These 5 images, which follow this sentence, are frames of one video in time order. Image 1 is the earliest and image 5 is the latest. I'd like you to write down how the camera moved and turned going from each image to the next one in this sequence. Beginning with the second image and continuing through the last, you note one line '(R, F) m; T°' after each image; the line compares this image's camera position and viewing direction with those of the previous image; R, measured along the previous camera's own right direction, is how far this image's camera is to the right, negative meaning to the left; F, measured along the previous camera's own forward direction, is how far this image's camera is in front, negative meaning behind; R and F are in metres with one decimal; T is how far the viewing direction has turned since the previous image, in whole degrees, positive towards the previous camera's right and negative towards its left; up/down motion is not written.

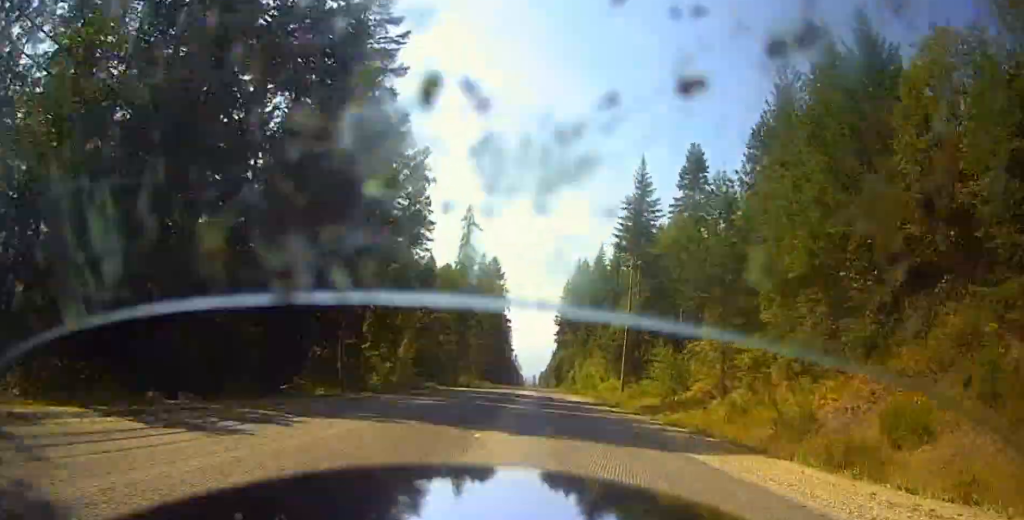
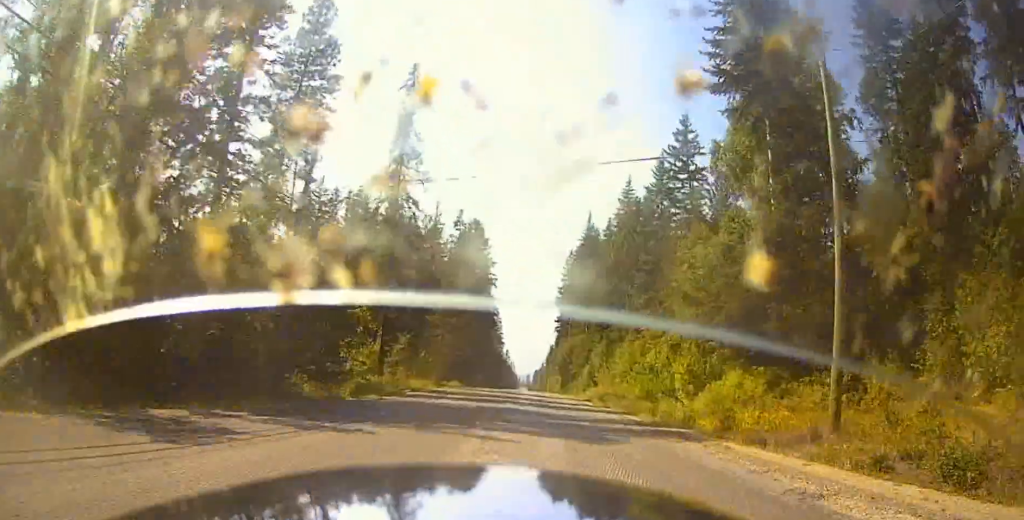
(+0.1, +49.0) m; +1°
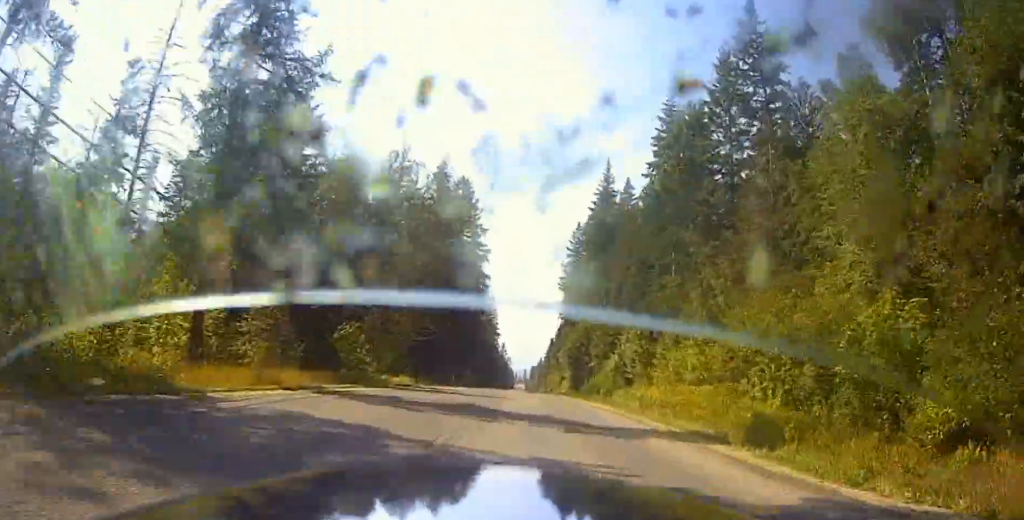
(+0.2, +30.8) m; +1°
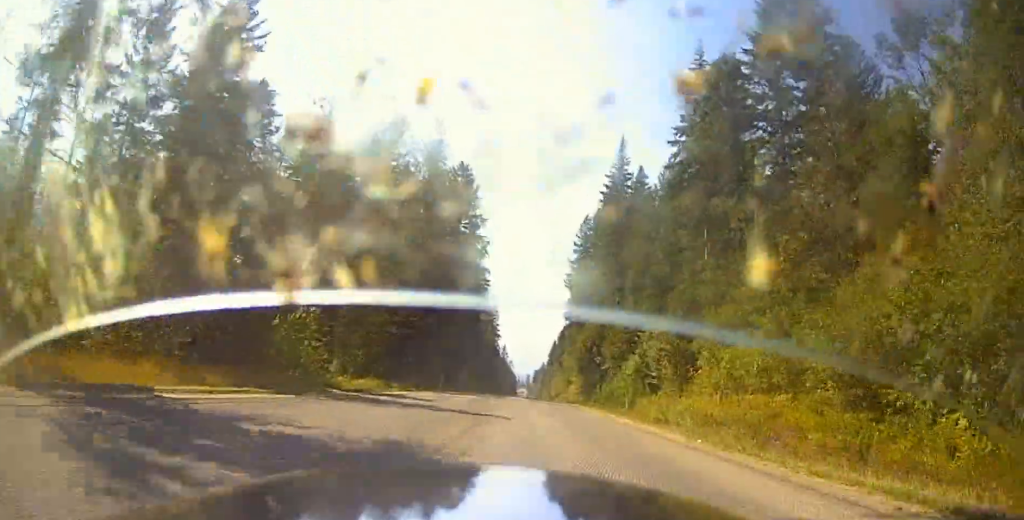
(0.0, +10.8) m; 0°
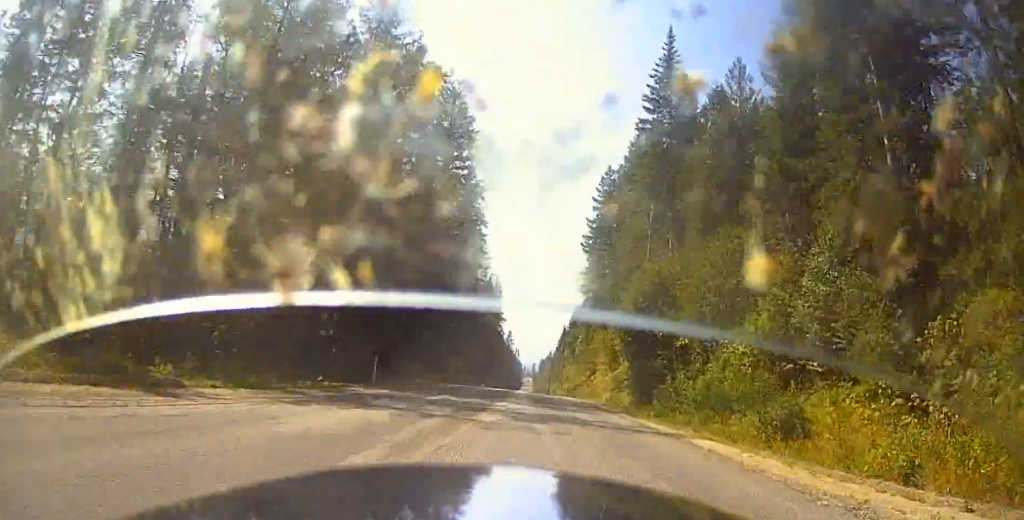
(0.0, +27.1) m; 0°
